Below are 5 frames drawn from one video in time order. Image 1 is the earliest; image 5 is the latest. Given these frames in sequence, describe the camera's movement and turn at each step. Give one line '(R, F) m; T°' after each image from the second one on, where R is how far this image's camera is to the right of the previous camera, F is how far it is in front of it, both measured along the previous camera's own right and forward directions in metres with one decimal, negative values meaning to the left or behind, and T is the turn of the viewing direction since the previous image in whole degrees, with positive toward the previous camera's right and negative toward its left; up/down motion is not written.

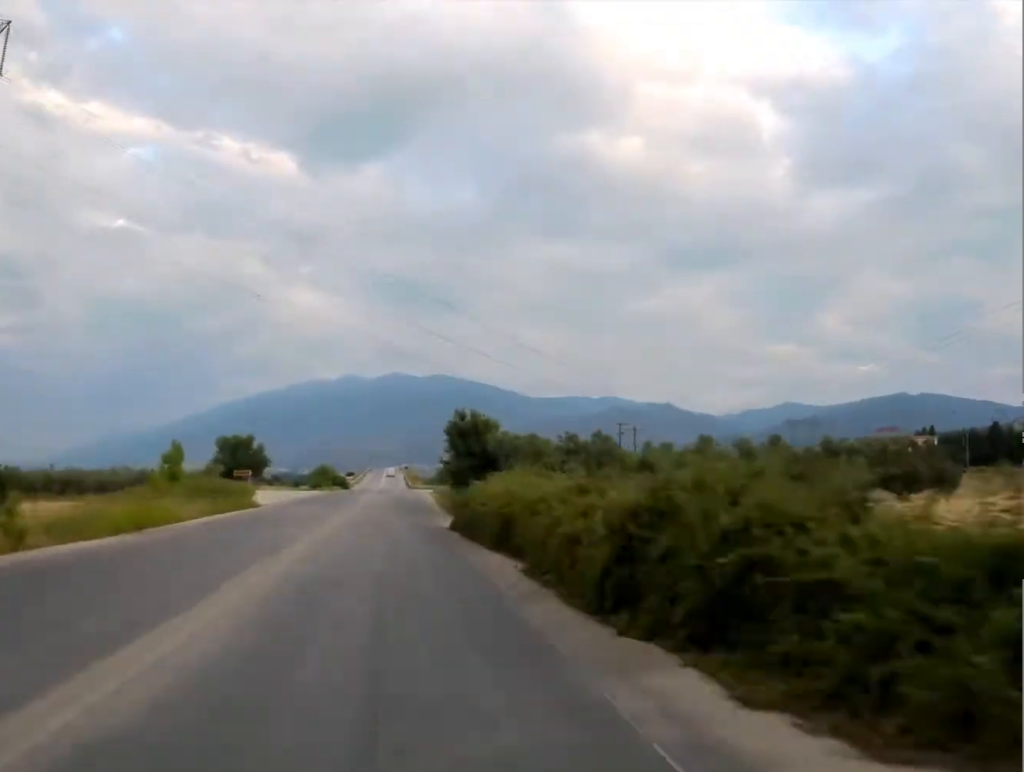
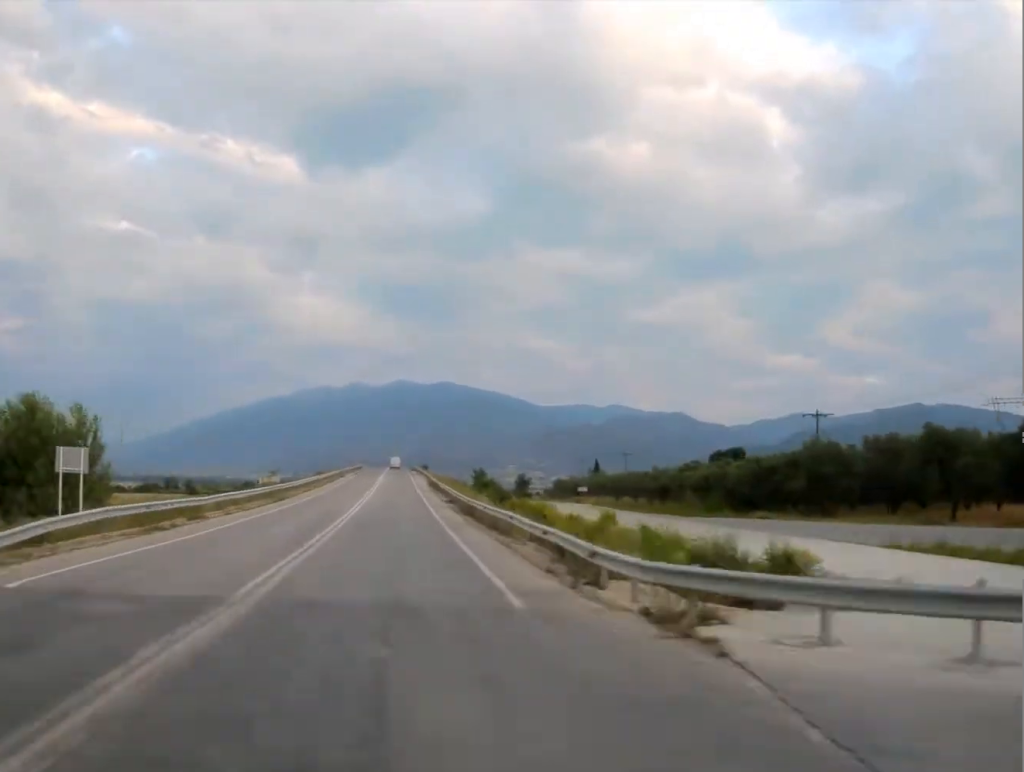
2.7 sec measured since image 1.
(-1.4, +137.3) m; -1°
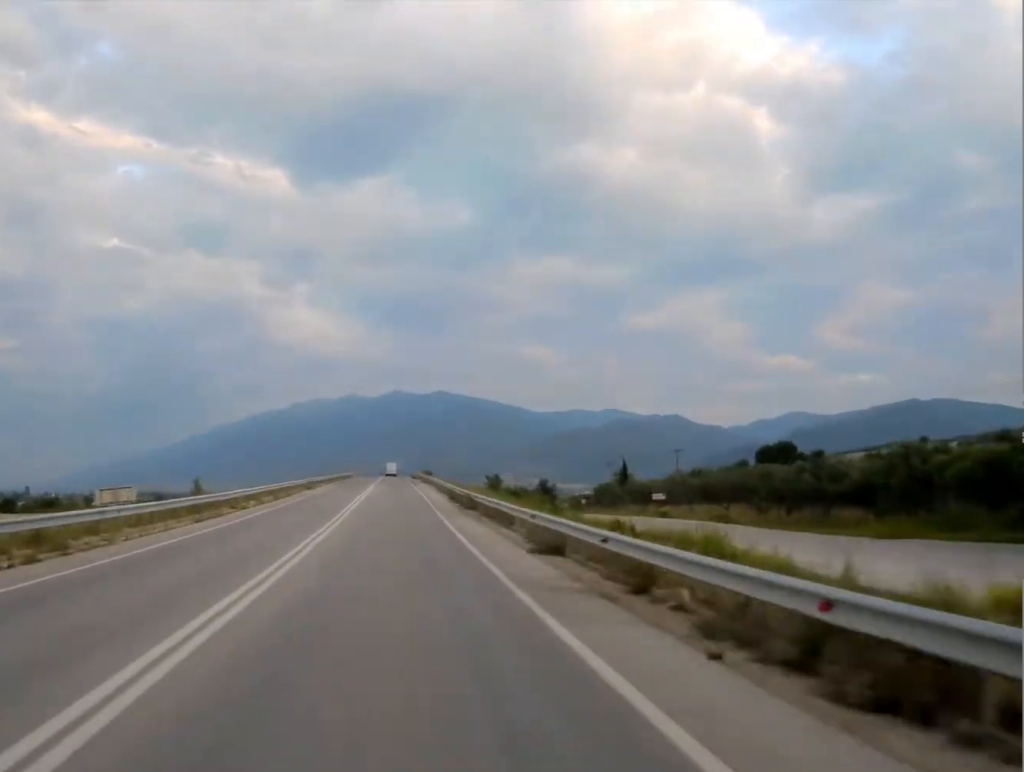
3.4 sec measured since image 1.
(0.0, +36.5) m; 0°
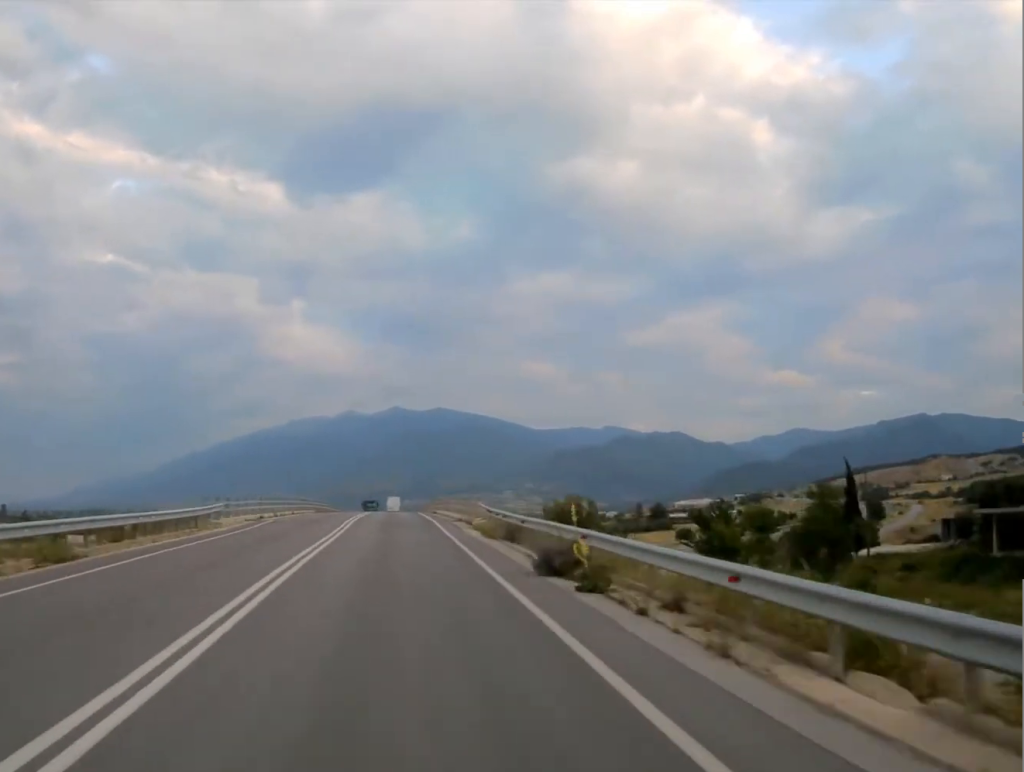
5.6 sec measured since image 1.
(-0.3, +113.5) m; 0°
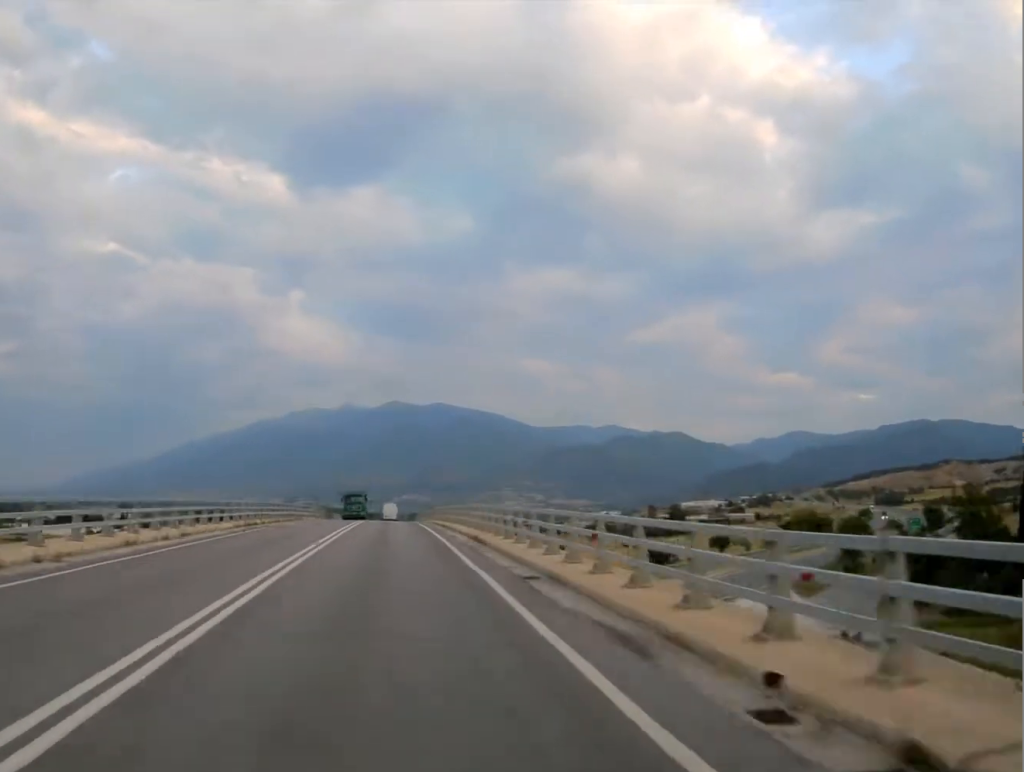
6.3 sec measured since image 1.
(+0.1, +34.7) m; 0°
